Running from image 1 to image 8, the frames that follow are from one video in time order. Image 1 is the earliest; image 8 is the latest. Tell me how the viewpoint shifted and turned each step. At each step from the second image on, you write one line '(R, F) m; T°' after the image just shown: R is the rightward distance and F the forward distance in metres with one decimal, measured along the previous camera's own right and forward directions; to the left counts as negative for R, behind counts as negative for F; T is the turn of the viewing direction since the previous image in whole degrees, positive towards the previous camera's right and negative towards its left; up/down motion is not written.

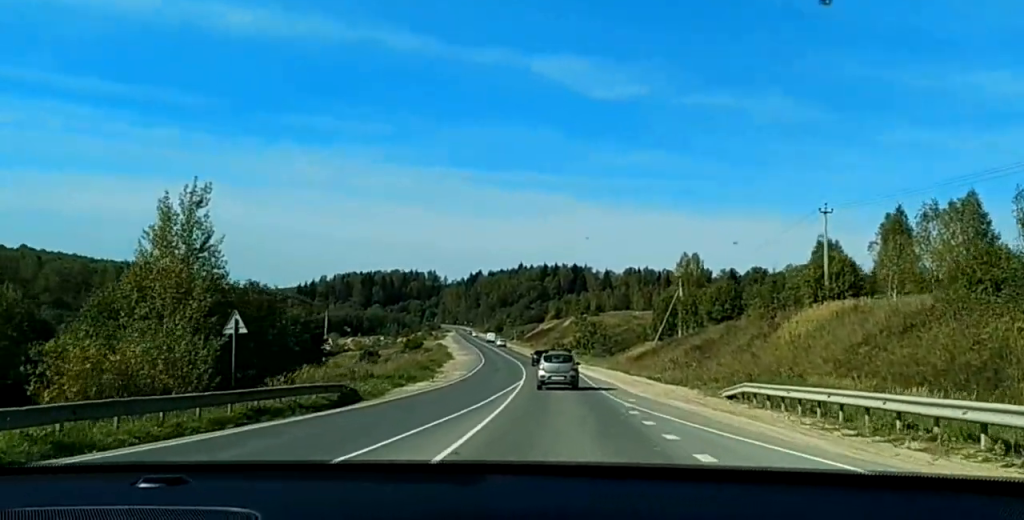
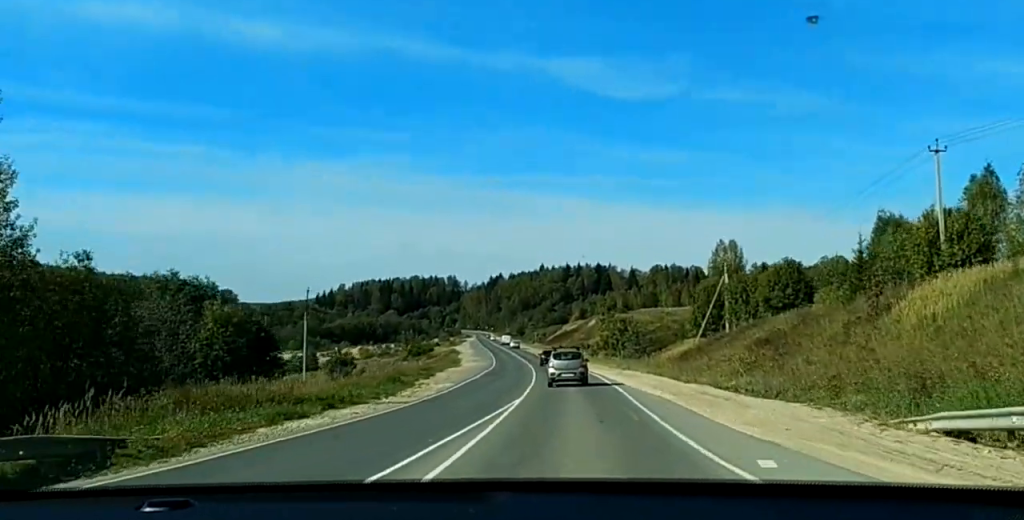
(+0.2, +20.9) m; -2°
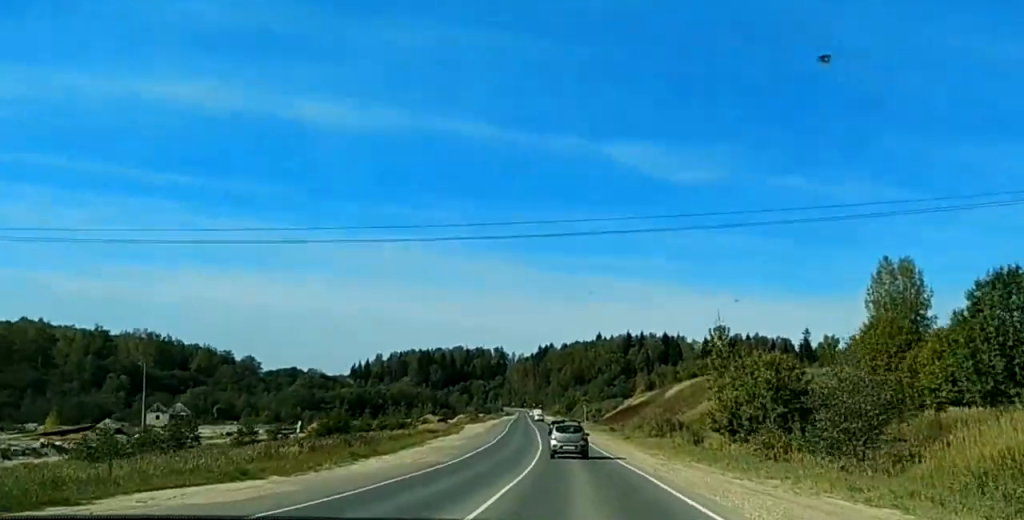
(-4.5, +85.7) m; -5°
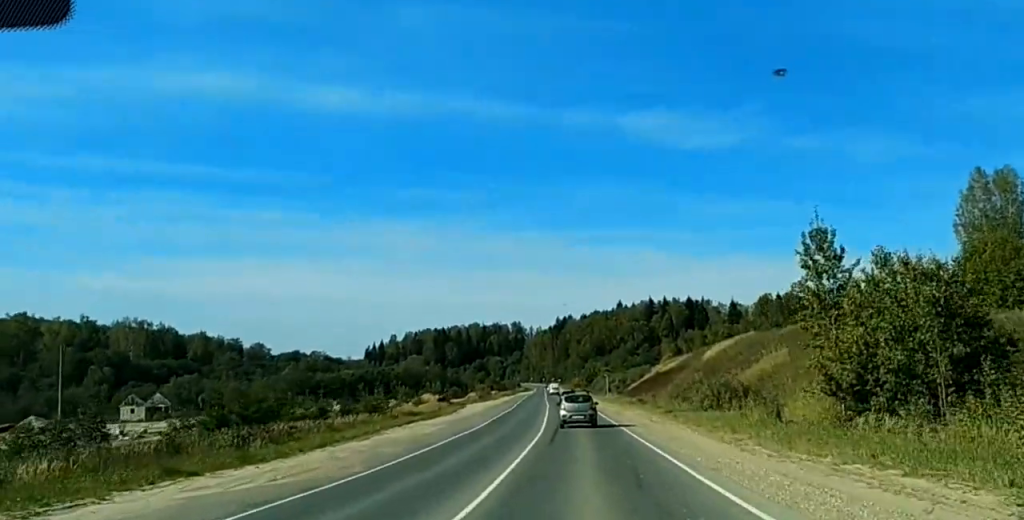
(-0.3, +30.7) m; -1°
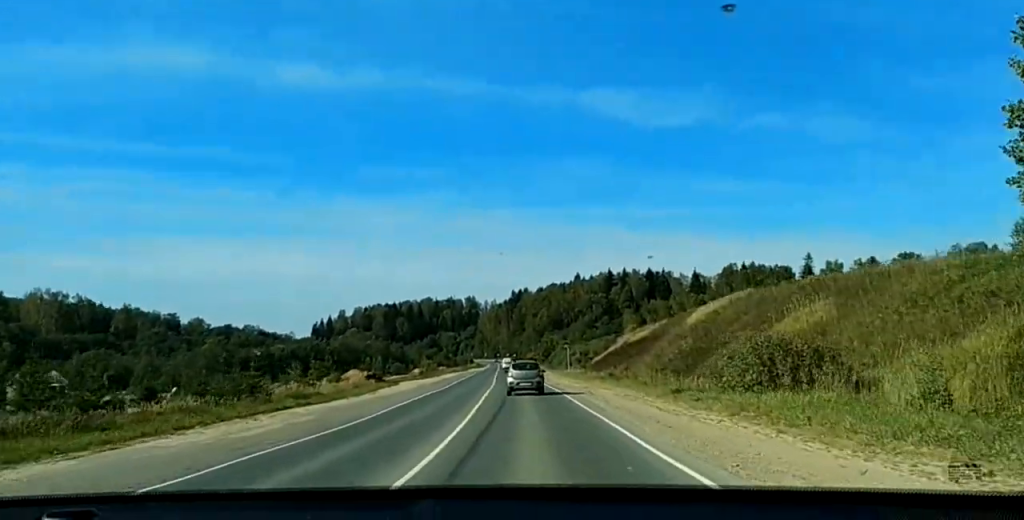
(-0.1, +26.3) m; 0°
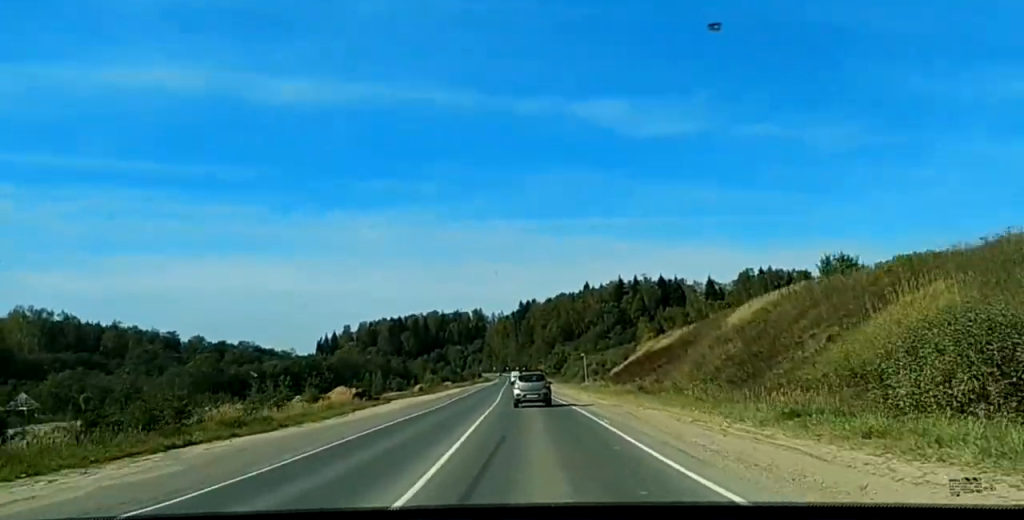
(+0.1, +15.9) m; 0°
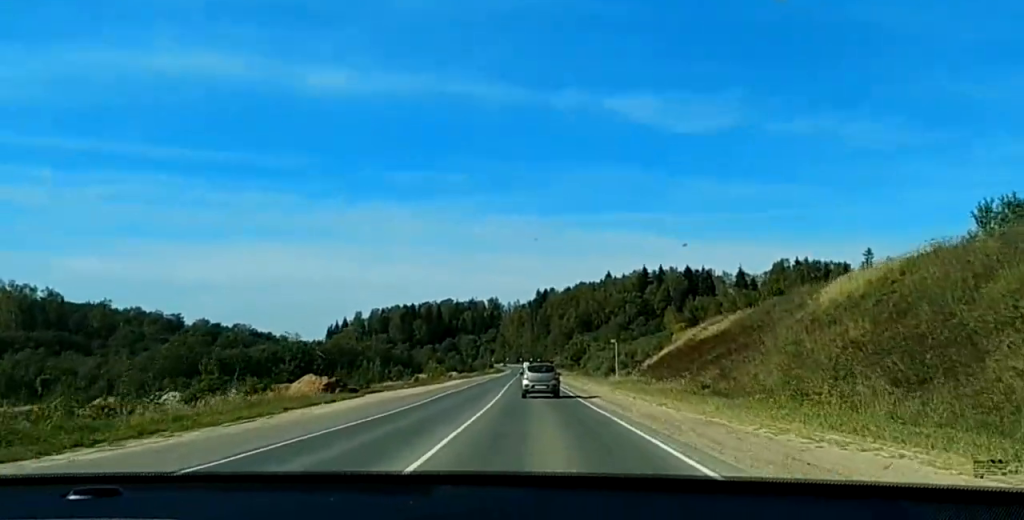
(-0.2, +22.2) m; -1°
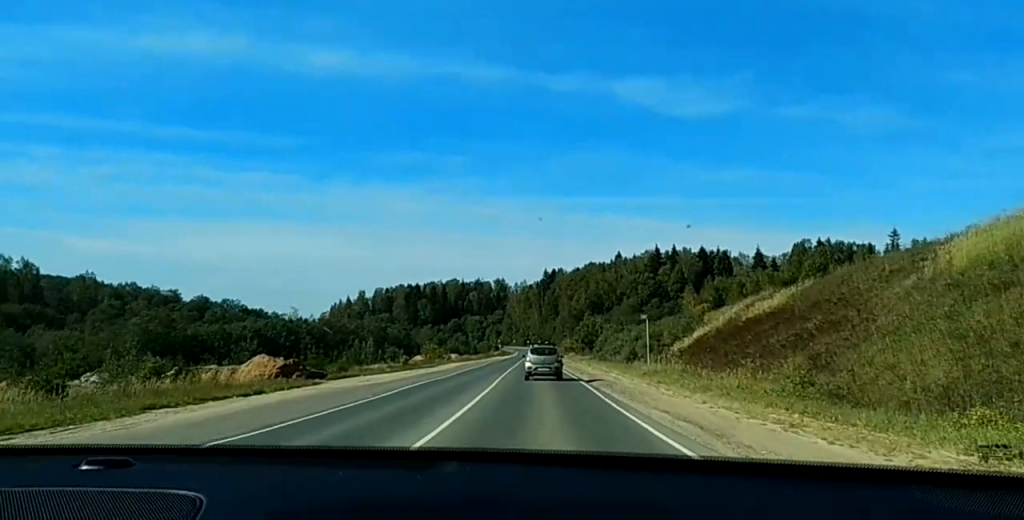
(-0.1, +18.0) m; -1°
